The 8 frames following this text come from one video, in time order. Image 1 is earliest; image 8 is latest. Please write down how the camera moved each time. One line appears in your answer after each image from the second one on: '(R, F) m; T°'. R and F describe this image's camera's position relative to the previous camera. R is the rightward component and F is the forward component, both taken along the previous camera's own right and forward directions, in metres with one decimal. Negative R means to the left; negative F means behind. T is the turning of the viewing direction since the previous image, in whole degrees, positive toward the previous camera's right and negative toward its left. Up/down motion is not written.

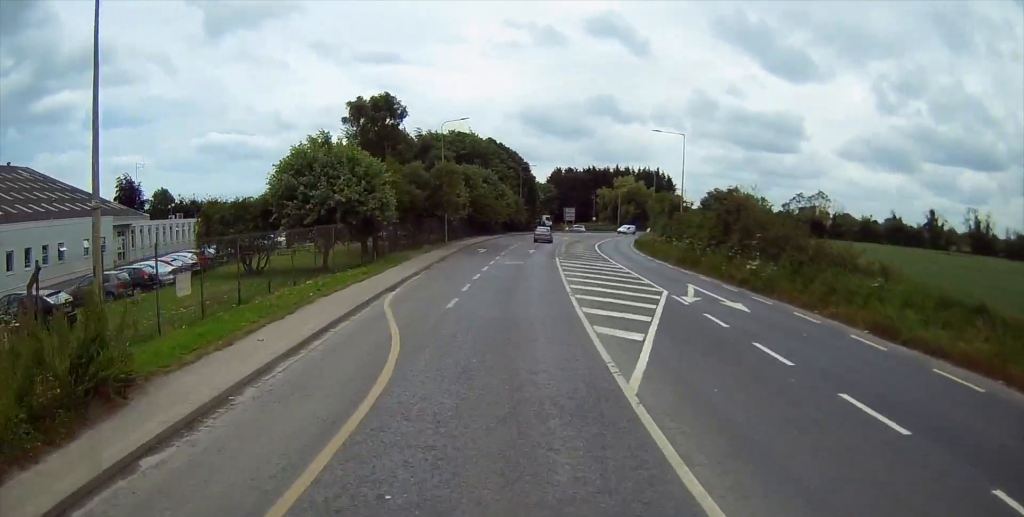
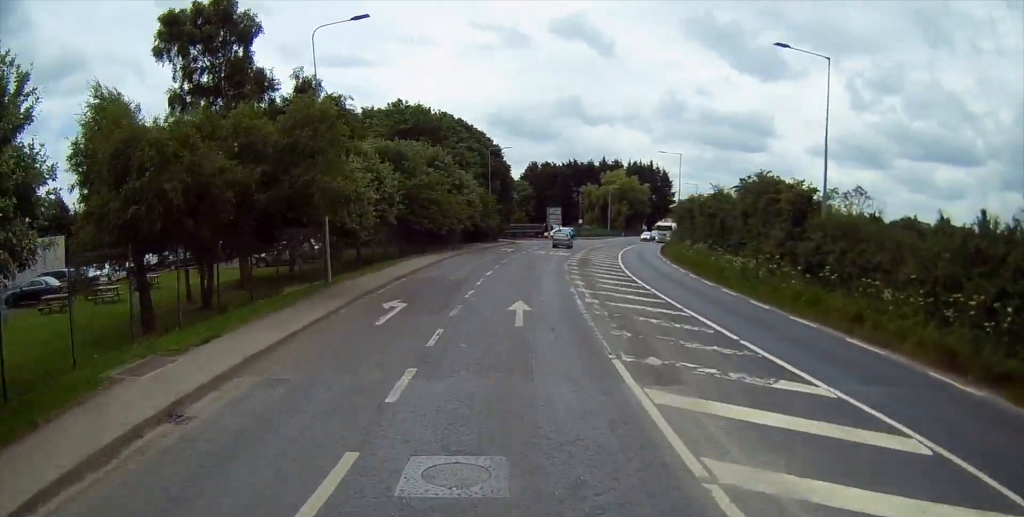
(+1.2, +28.9) m; +4°
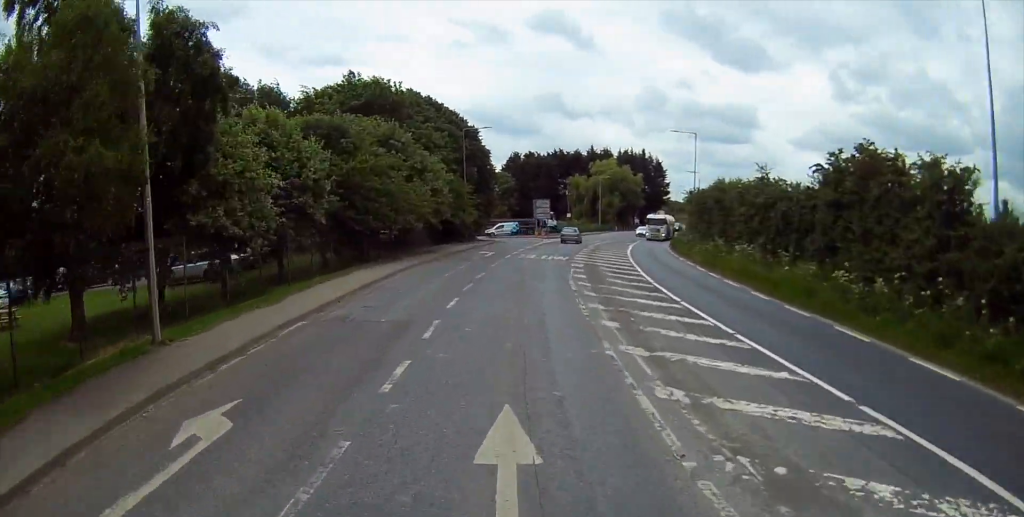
(+0.2, +11.8) m; +2°
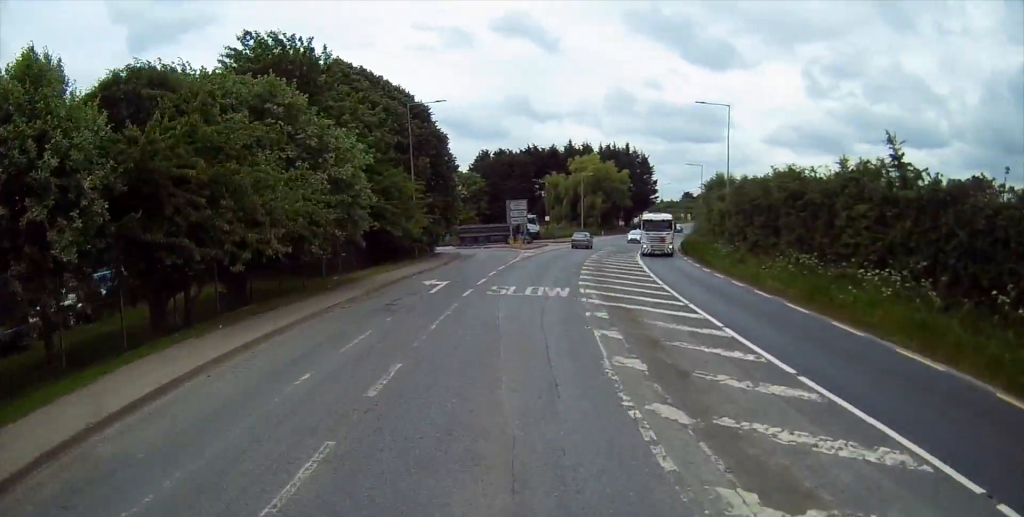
(+0.3, +15.6) m; +2°
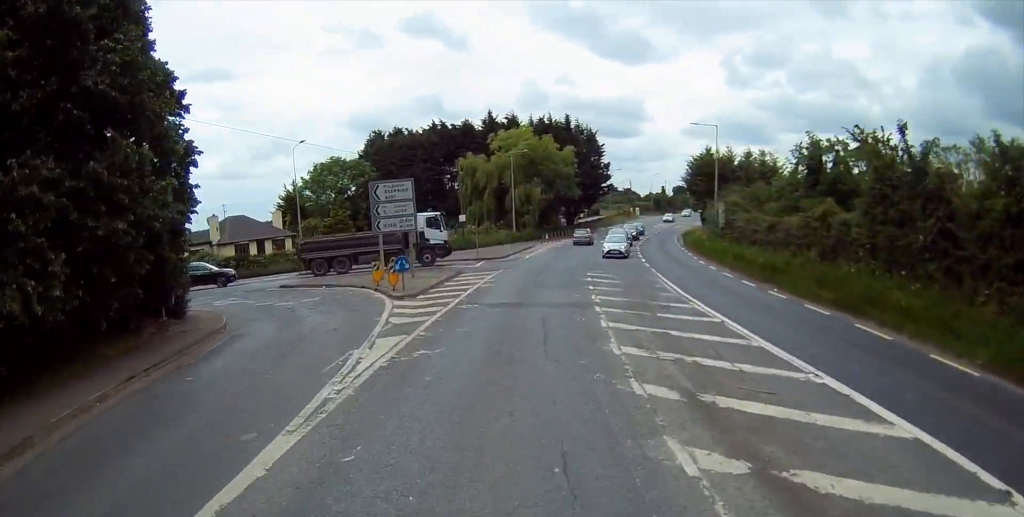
(+1.5, +34.1) m; +6°
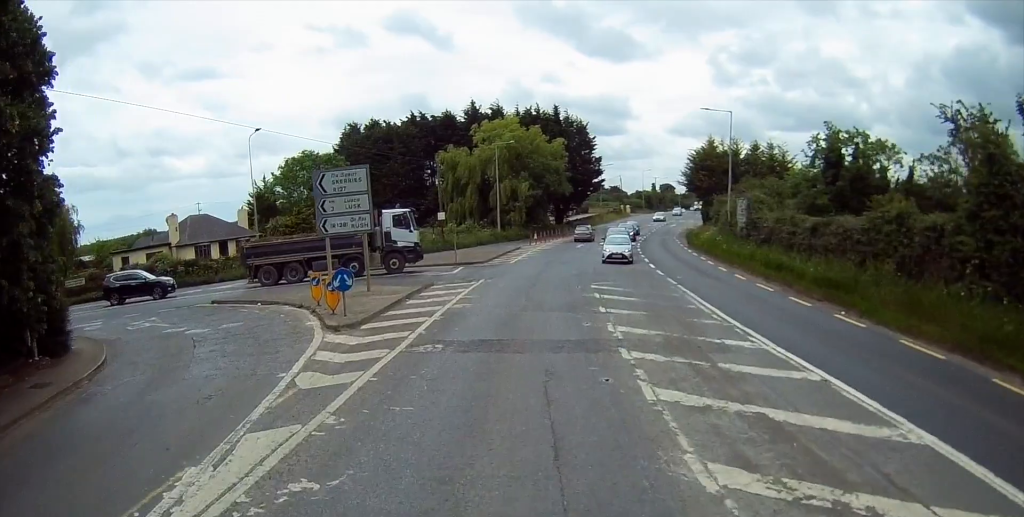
(+0.1, +6.6) m; +1°
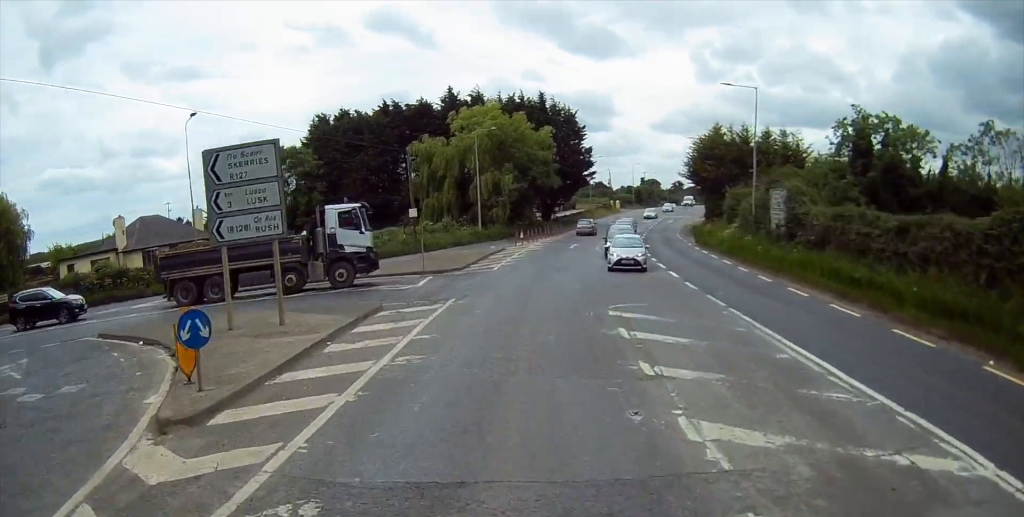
(+0.1, +7.7) m; +2°
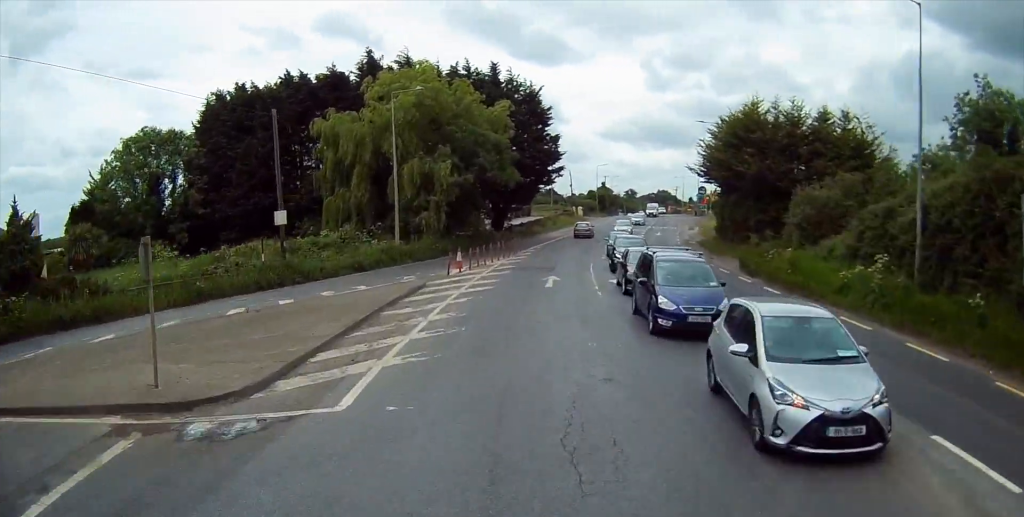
(+0.8, +20.9) m; +4°
